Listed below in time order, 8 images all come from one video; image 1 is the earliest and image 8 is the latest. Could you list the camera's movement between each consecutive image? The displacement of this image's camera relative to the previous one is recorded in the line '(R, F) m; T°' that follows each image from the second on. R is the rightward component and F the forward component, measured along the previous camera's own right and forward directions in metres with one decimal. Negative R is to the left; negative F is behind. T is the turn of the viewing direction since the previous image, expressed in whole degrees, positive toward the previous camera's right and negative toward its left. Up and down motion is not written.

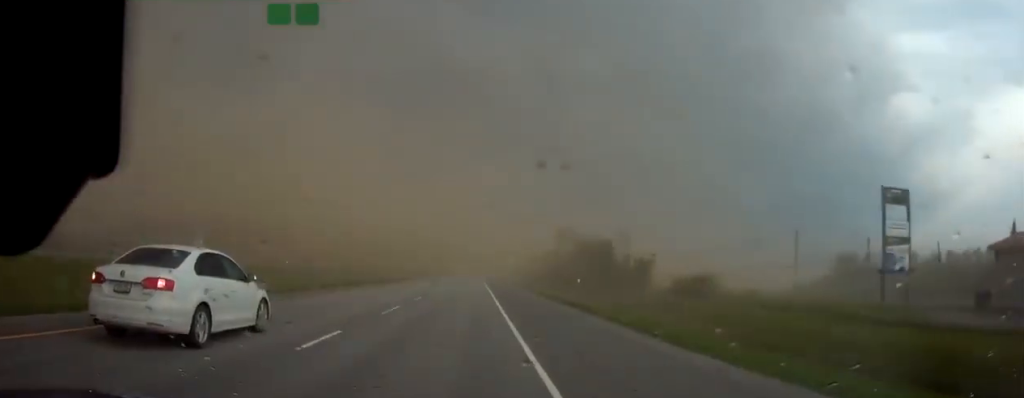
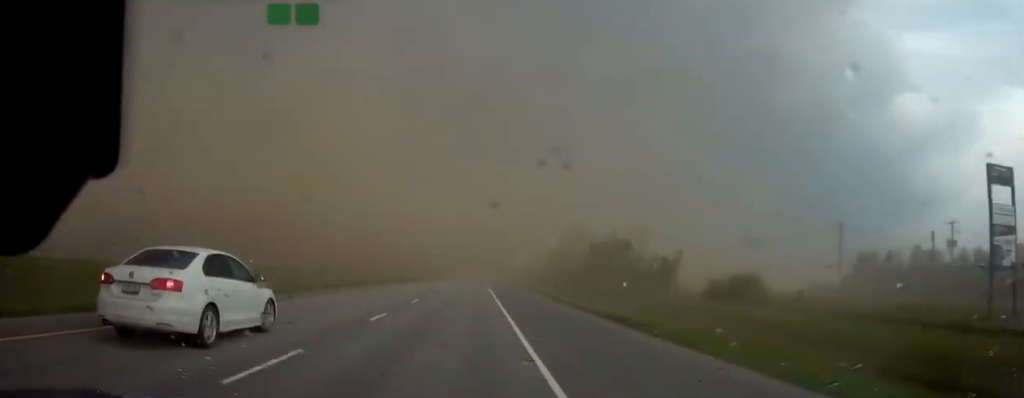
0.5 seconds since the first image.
(-0.4, +12.2) m; 0°
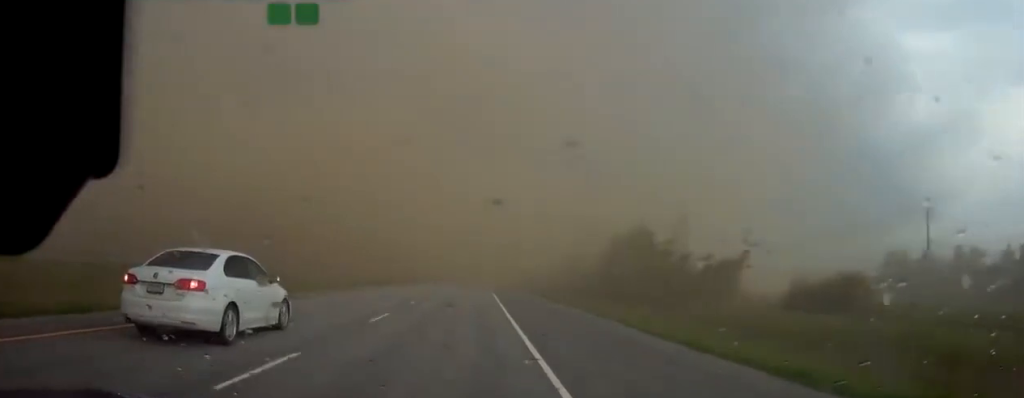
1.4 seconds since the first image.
(-0.1, +18.4) m; 0°
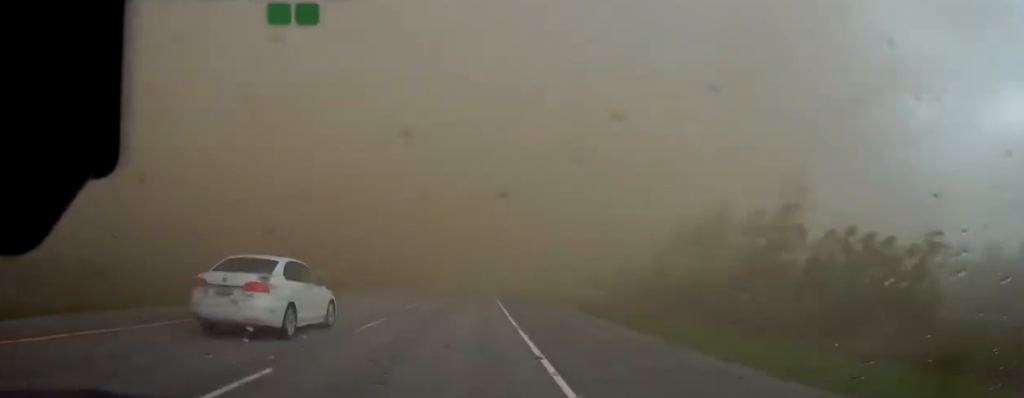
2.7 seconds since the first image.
(+0.4, +28.2) m; +1°
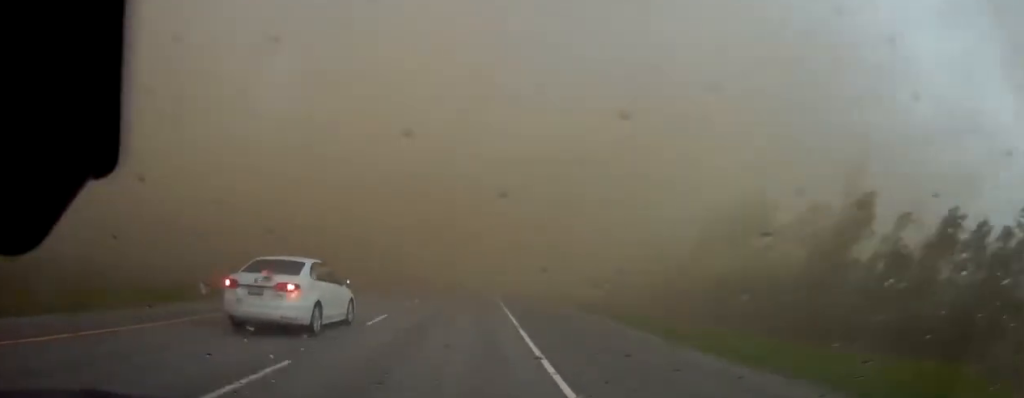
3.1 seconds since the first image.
(0.0, +8.3) m; 0°
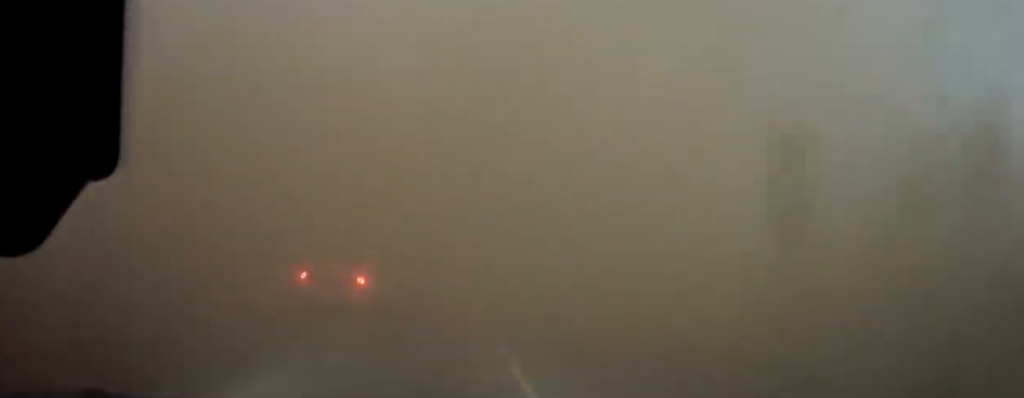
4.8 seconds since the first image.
(+0.3, +29.7) m; +3°
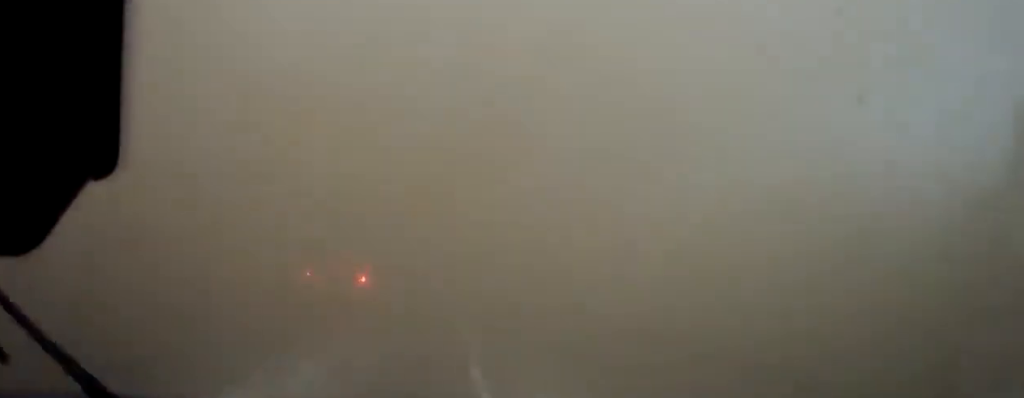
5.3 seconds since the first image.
(+0.1, +7.3) m; +1°
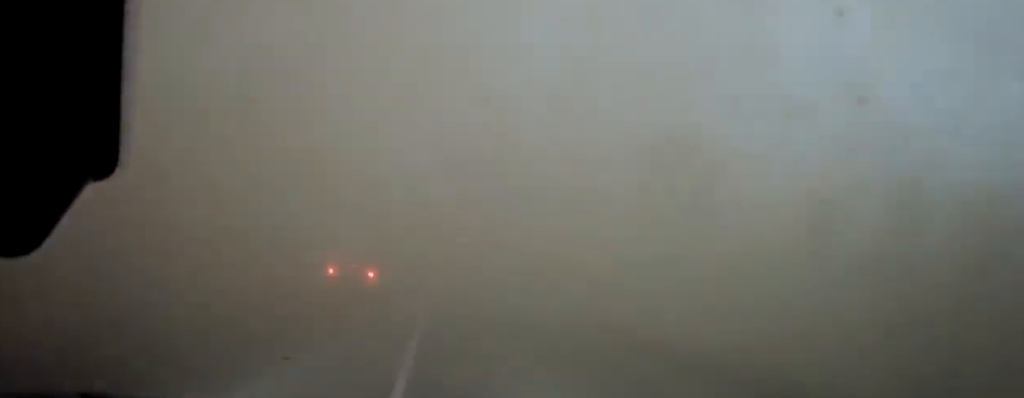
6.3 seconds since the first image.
(+0.2, +12.6) m; 0°
